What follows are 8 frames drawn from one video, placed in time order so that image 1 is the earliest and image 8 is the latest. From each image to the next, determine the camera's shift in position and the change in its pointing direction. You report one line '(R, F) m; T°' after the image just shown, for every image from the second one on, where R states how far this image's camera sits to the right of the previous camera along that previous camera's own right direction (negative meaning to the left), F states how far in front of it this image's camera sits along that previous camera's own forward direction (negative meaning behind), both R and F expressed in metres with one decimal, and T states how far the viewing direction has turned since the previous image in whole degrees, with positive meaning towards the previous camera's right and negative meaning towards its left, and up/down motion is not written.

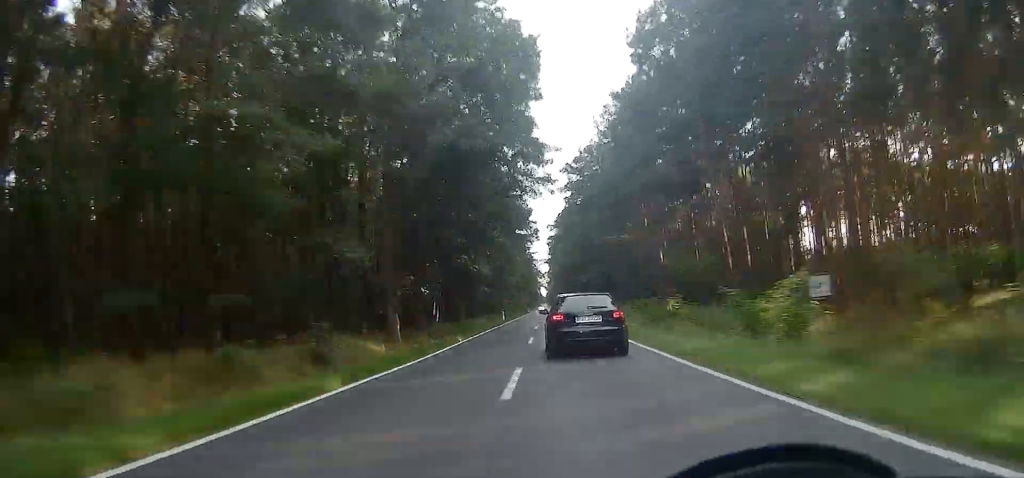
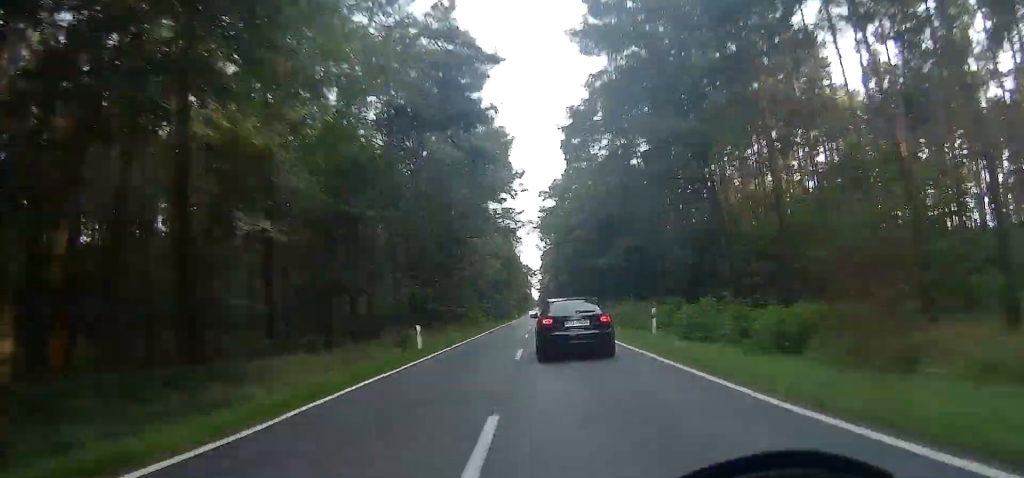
(+0.1, +39.8) m; 0°
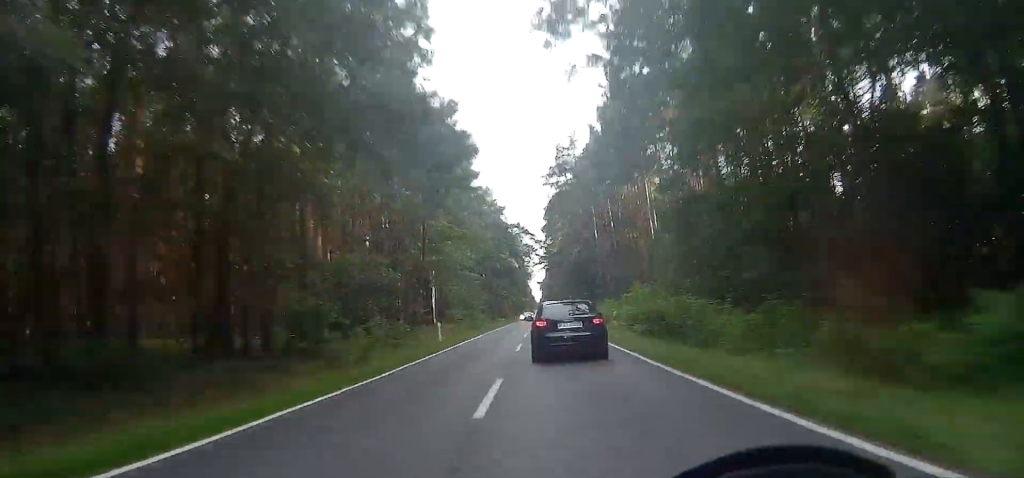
(0.0, +91.3) m; 0°
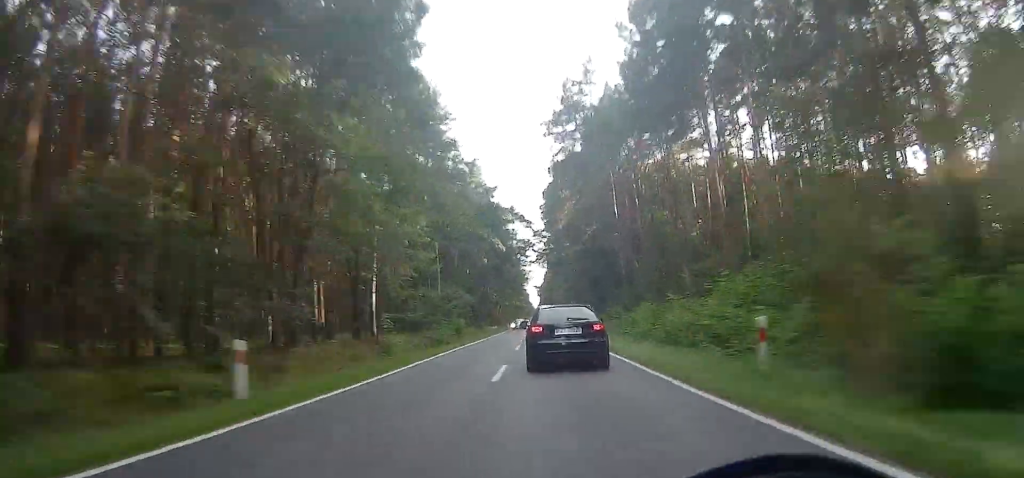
(0.0, +18.9) m; 0°
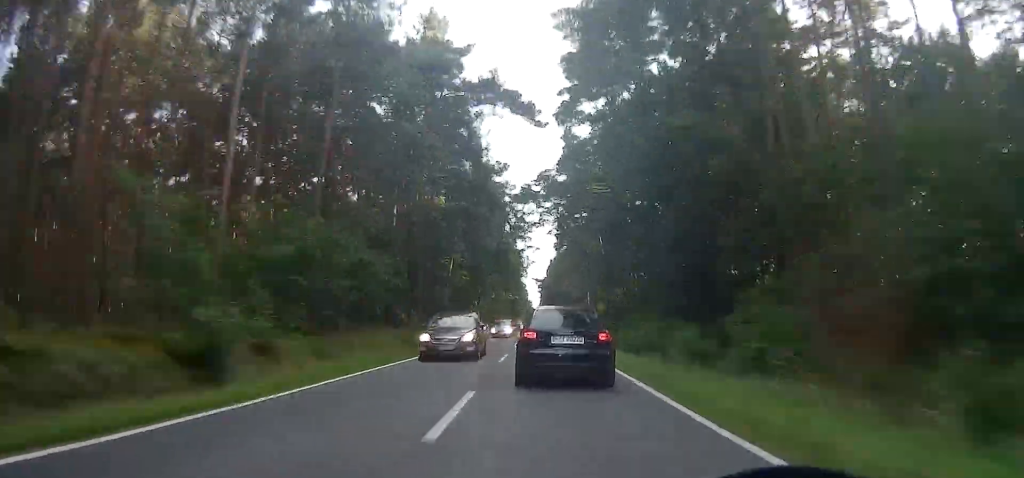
(+0.1, +43.5) m; 0°
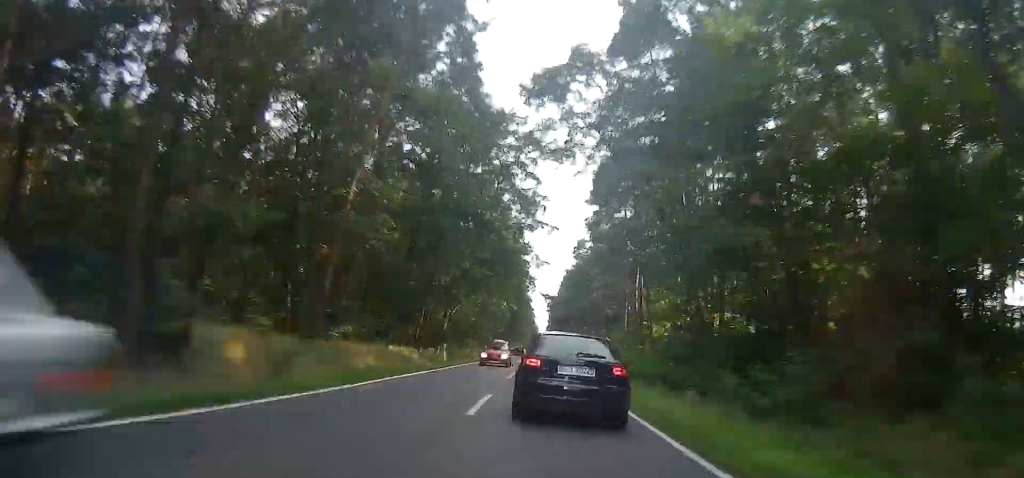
(-0.1, +33.7) m; 0°
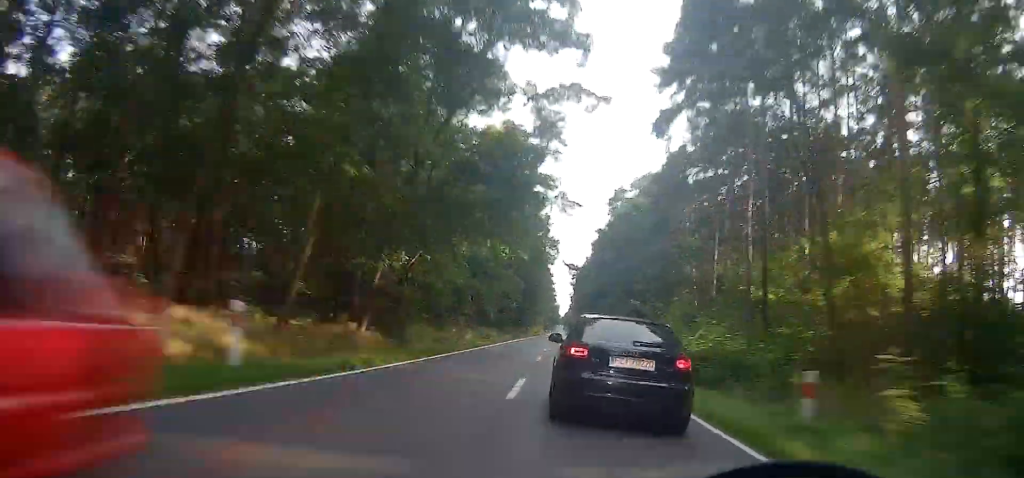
(-0.1, +24.7) m; 0°
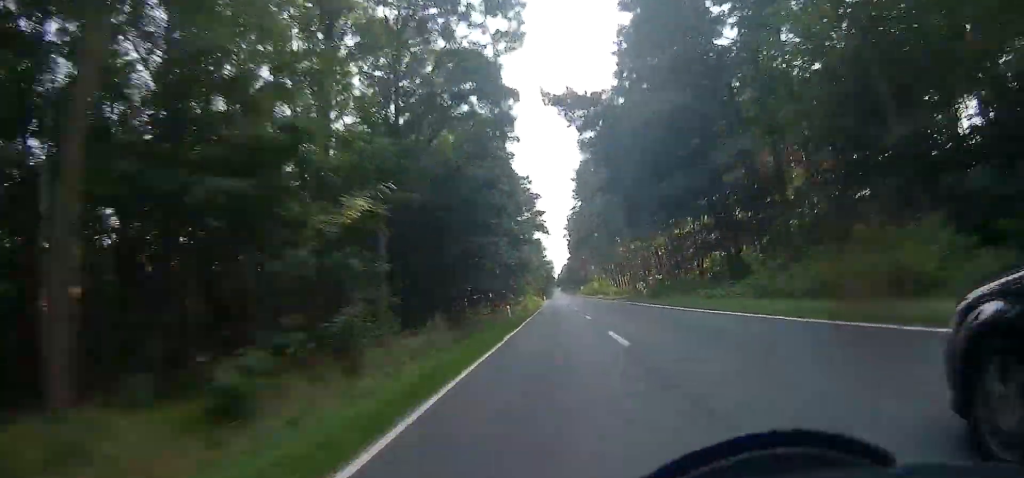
(-0.5, +70.7) m; -1°
